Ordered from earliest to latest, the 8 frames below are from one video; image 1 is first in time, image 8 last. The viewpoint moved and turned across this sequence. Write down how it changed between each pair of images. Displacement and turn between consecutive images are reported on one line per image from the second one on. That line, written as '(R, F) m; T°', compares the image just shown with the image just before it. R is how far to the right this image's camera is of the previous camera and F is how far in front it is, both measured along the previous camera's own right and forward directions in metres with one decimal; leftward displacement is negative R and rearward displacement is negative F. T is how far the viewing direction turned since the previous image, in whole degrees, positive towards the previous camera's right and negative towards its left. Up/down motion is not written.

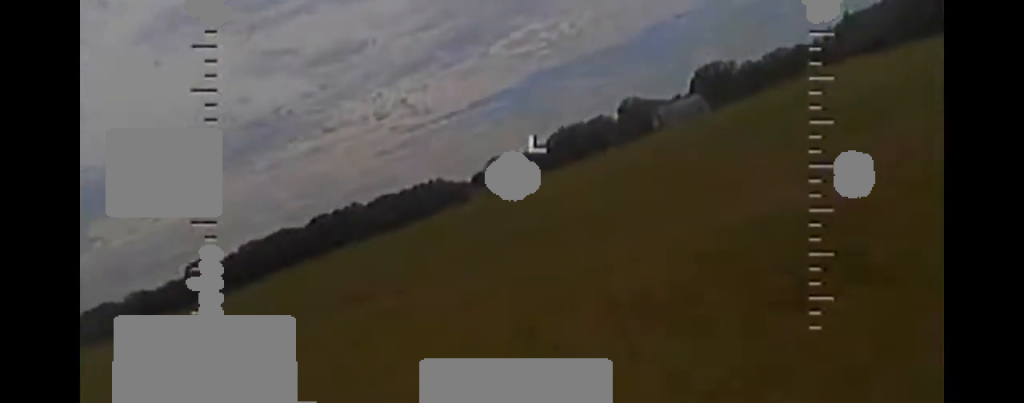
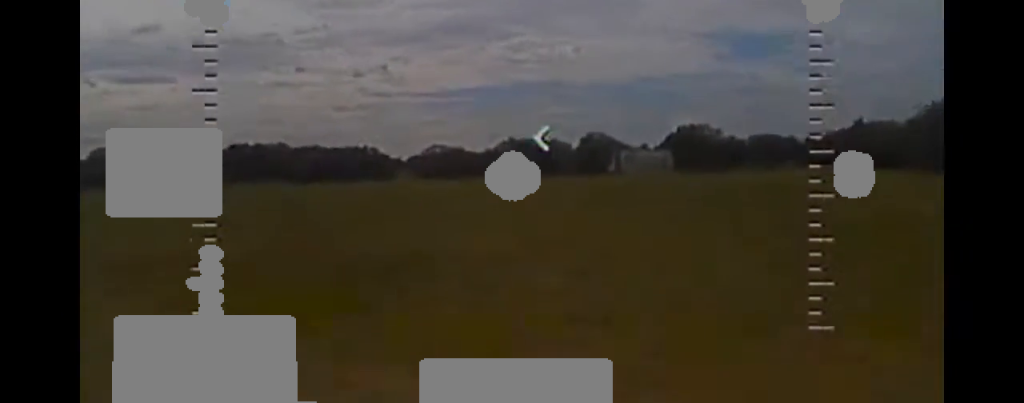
(+0.6, +12.9) m; +3°
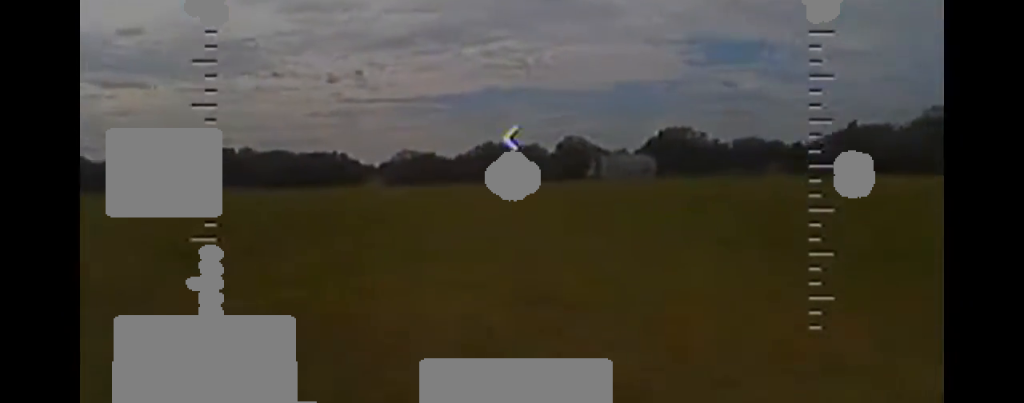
(+0.4, +10.0) m; 0°
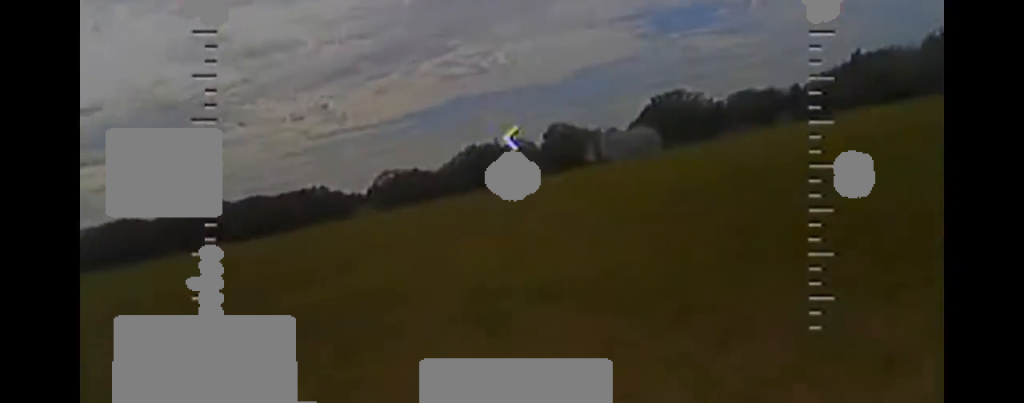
(-0.6, +18.8) m; -3°
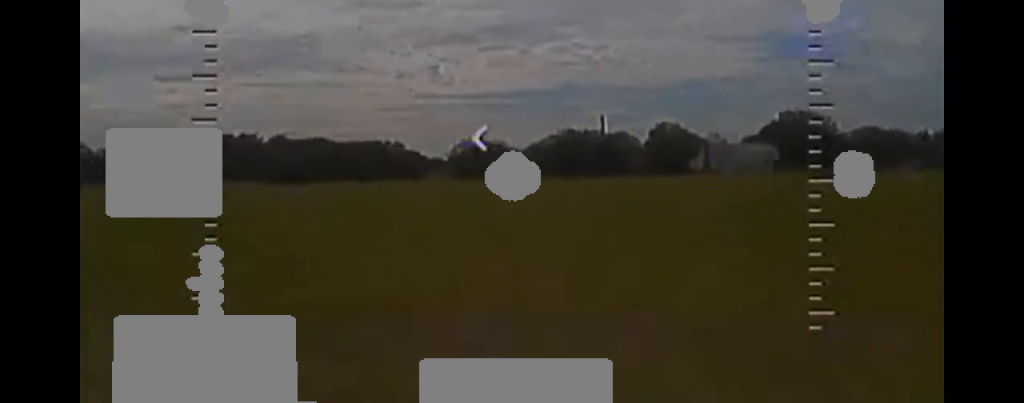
(-0.1, +20.6) m; 0°
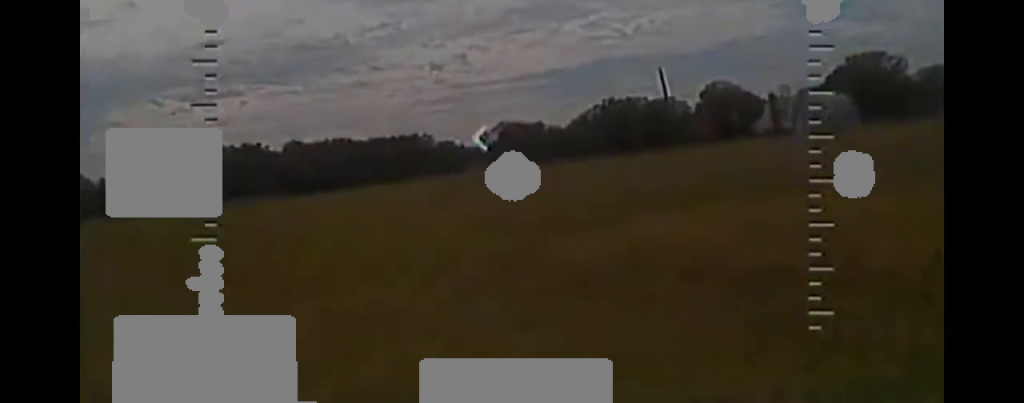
(+0.1, +21.2) m; 0°
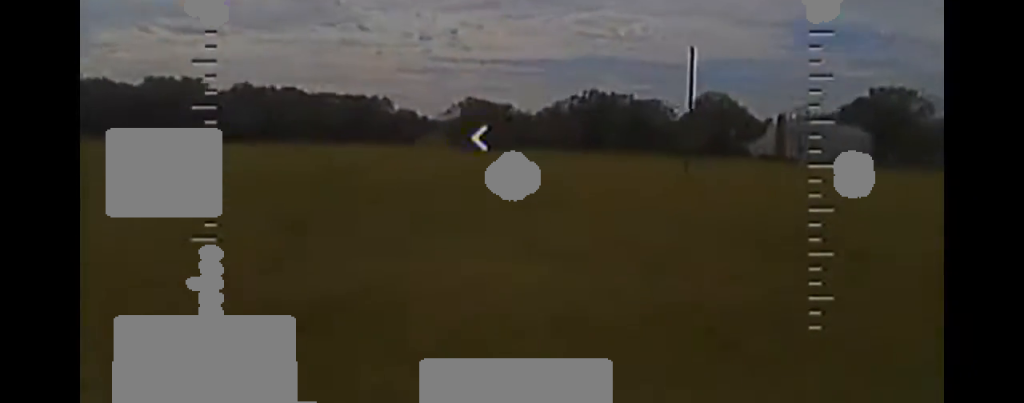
(-0.2, +17.8) m; -2°
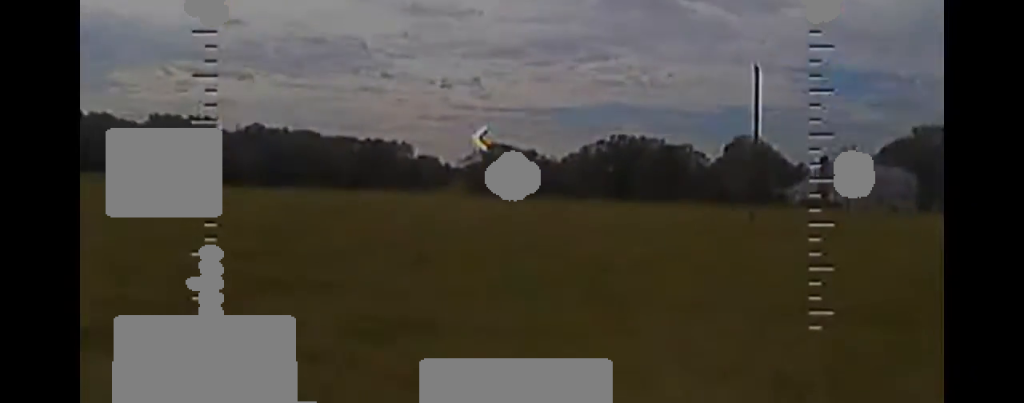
(0.0, +8.3) m; -1°
